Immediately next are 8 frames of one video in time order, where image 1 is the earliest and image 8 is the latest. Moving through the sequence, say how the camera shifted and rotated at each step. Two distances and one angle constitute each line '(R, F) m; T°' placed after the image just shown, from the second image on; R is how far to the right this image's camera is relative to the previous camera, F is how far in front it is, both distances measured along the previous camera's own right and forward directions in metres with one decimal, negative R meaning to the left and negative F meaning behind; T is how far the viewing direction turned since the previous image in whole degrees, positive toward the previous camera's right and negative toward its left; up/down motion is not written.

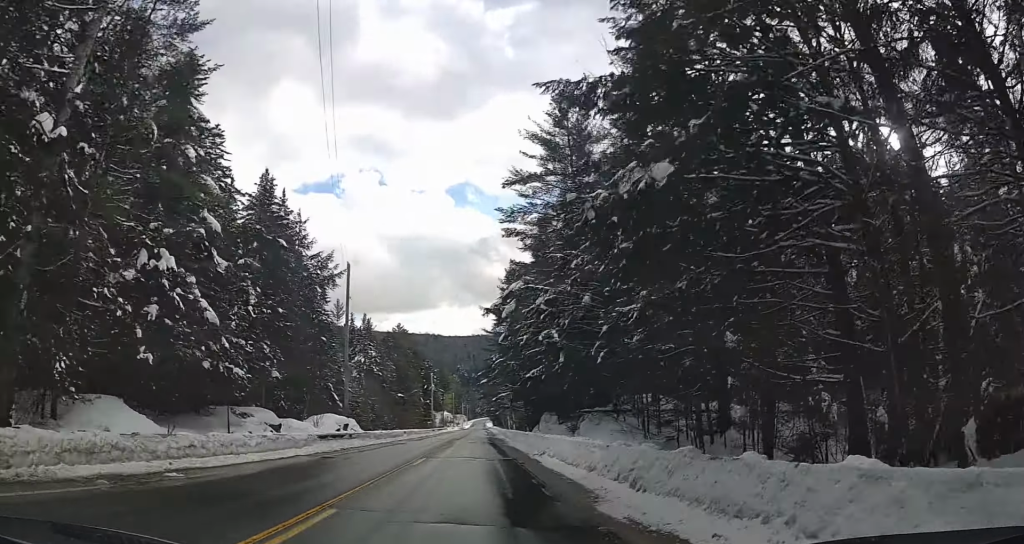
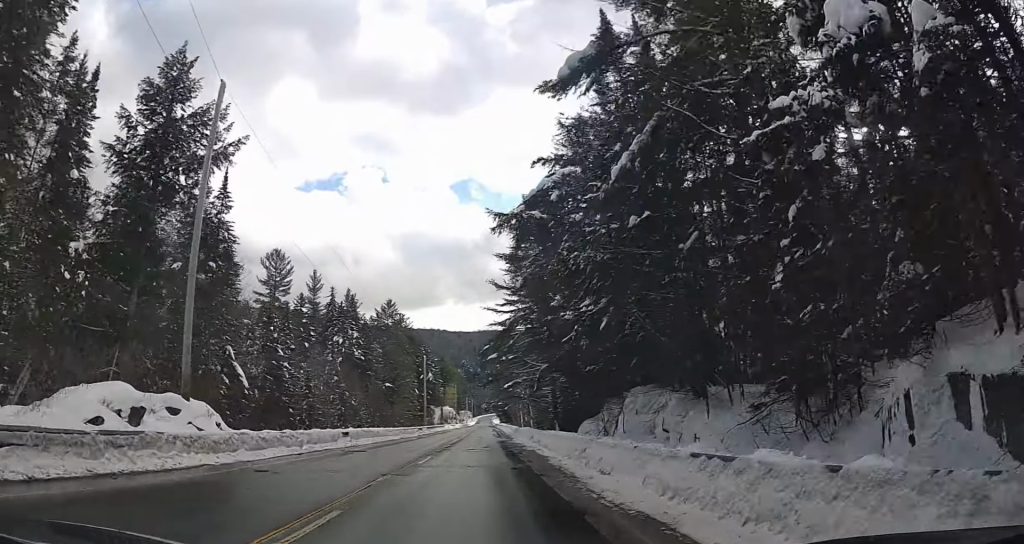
(-0.1, +24.8) m; 0°
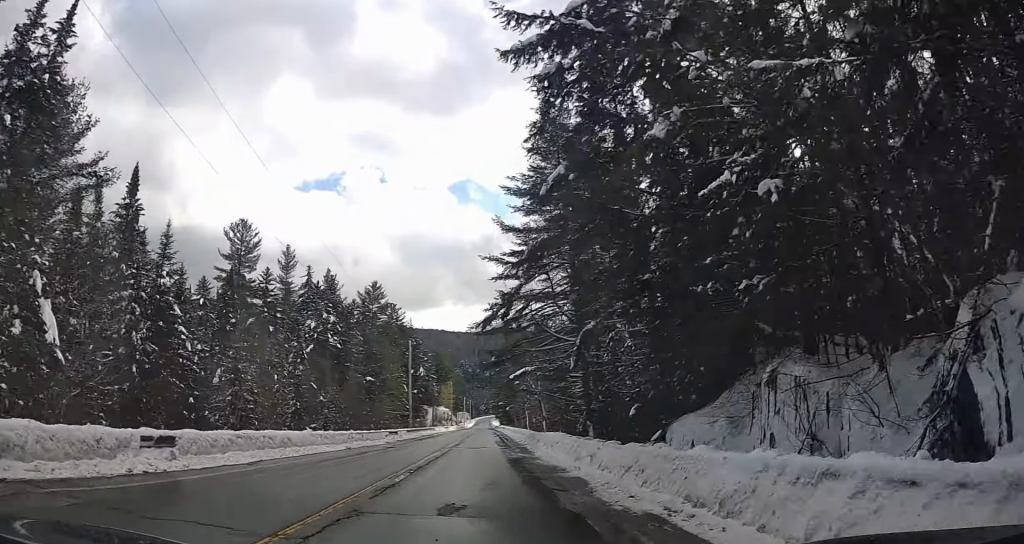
(0.0, +16.9) m; 0°
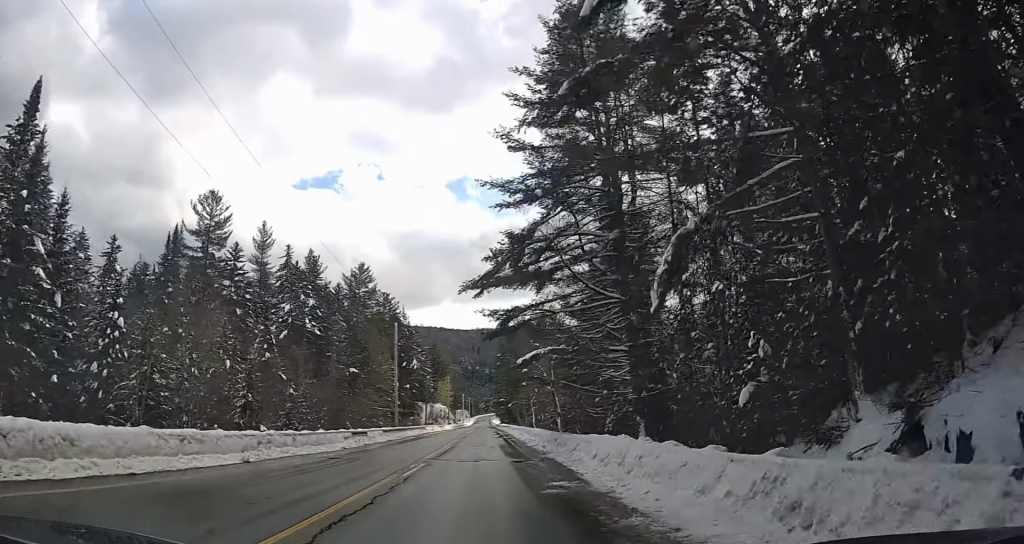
(+0.1, +11.6) m; 0°
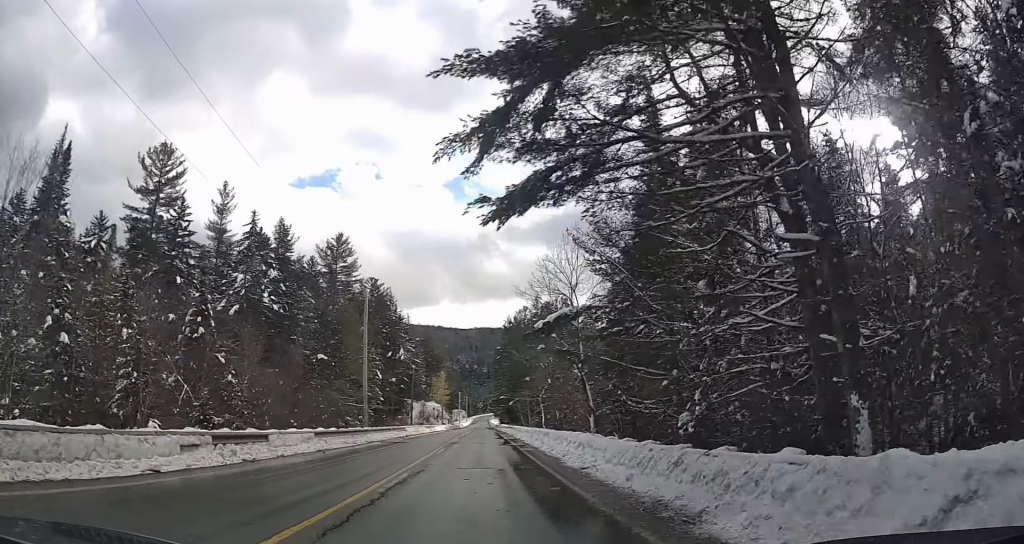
(-0.1, +15.1) m; 0°
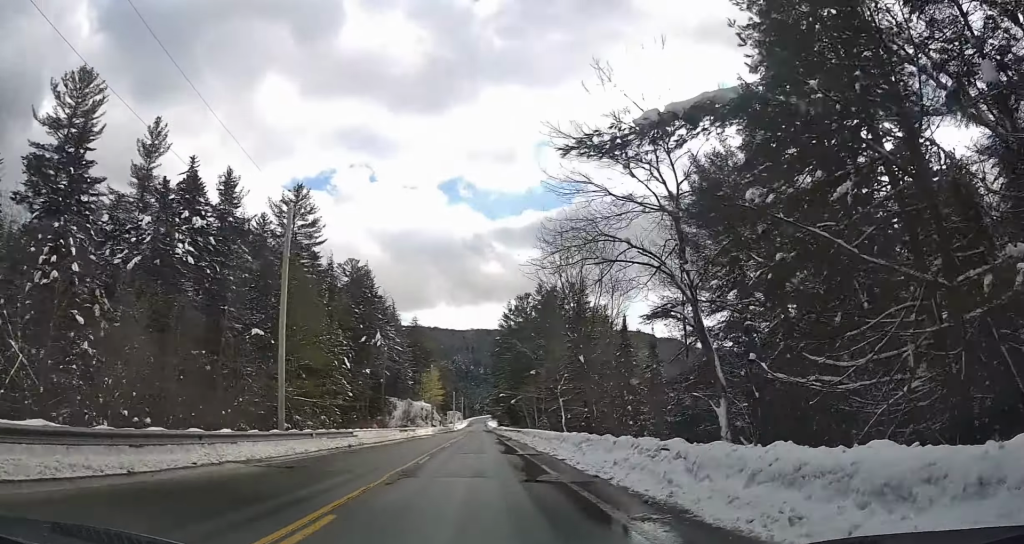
(-0.2, +18.7) m; 0°
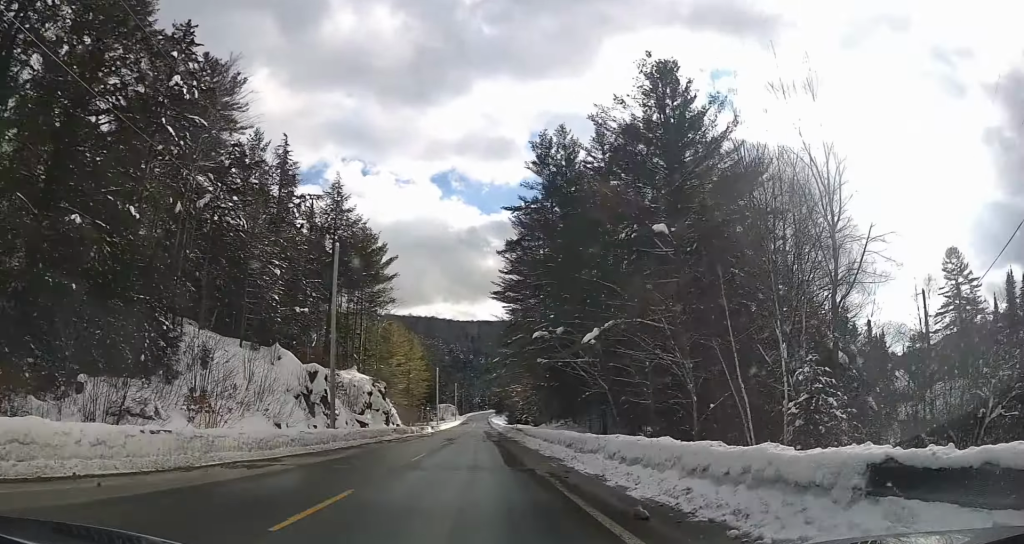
(+0.3, +70.0) m; +1°
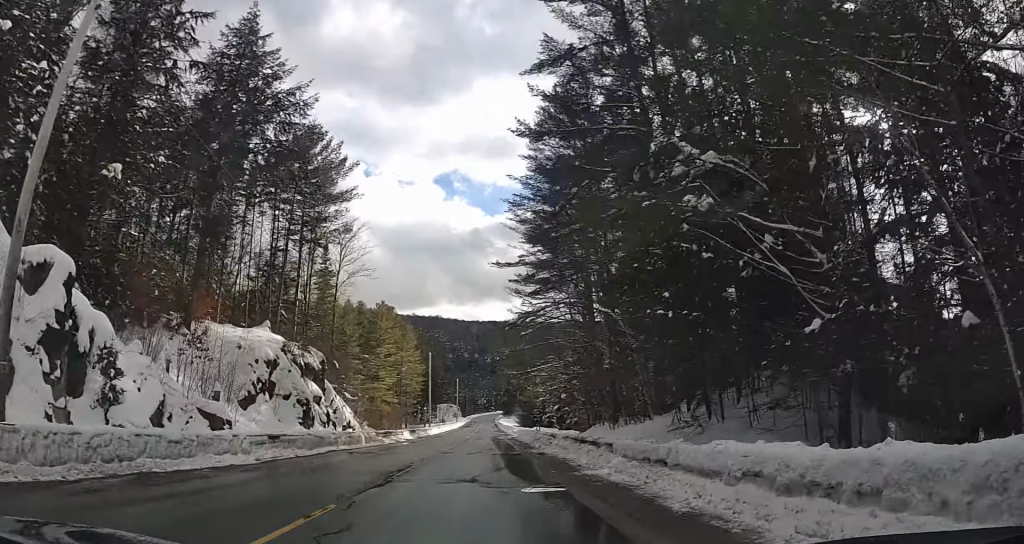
(+0.3, +26.7) m; +1°
